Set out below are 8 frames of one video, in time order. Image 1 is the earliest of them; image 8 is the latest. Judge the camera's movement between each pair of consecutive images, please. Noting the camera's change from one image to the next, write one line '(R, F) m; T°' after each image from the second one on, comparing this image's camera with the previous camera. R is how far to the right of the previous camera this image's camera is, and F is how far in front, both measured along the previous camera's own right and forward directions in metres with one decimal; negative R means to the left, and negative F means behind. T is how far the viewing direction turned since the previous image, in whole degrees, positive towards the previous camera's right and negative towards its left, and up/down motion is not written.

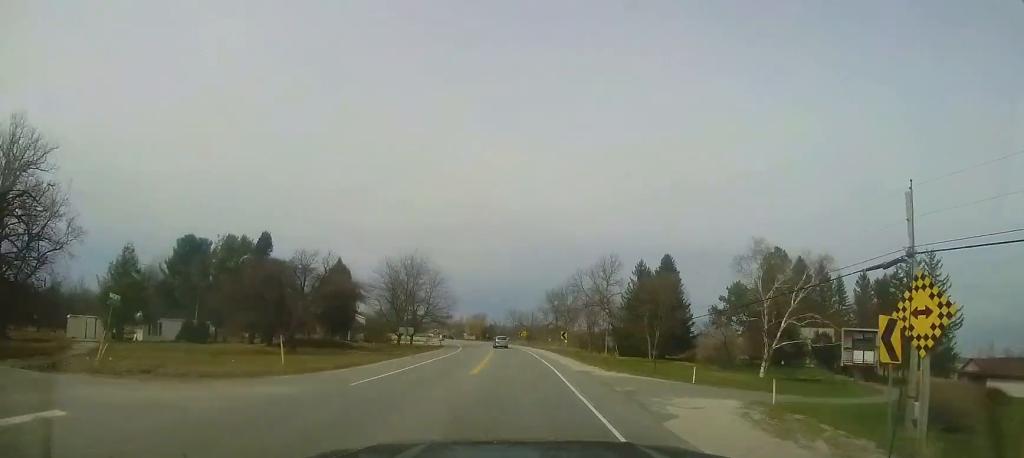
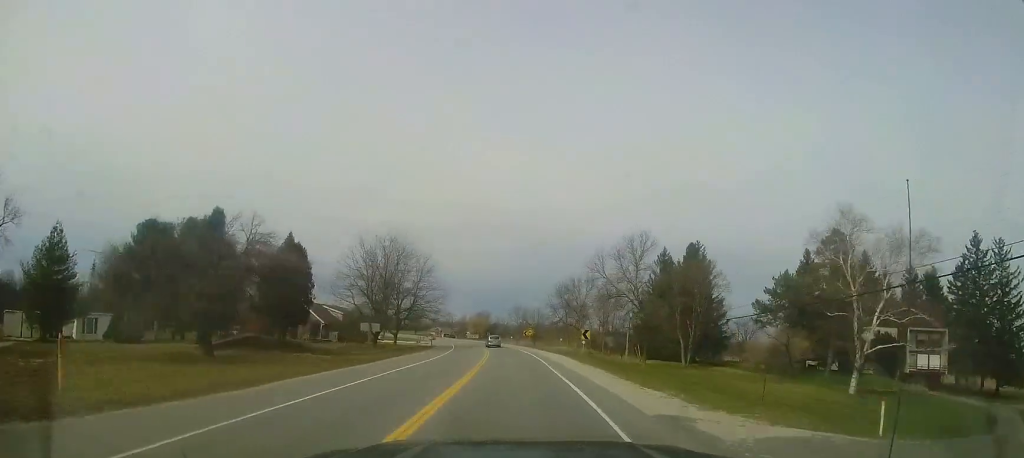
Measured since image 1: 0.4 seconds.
(0.0, +10.7) m; -1°
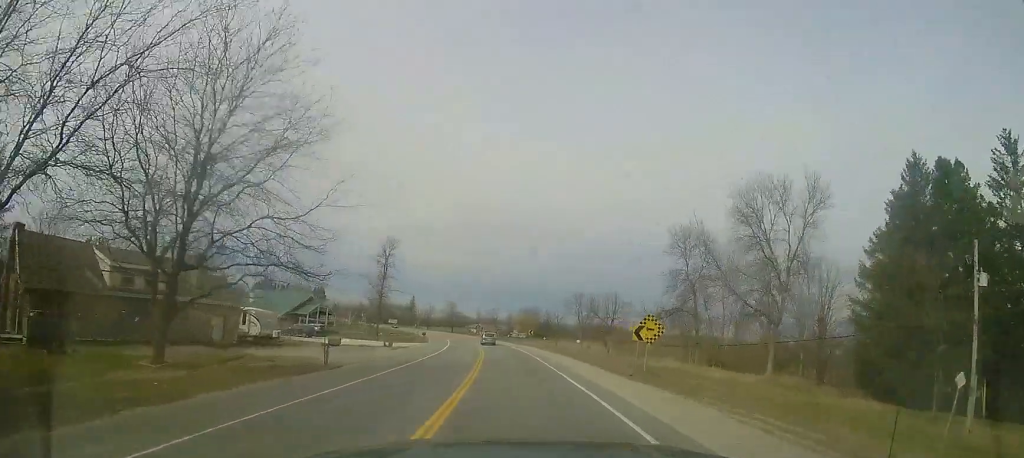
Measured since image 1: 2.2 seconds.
(-1.4, +42.8) m; -7°
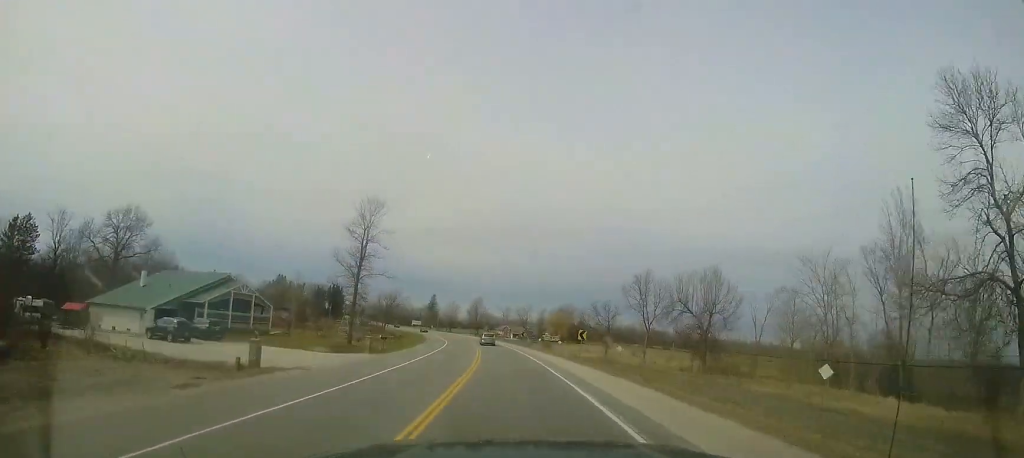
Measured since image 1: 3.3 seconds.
(-1.8, +25.7) m; -7°
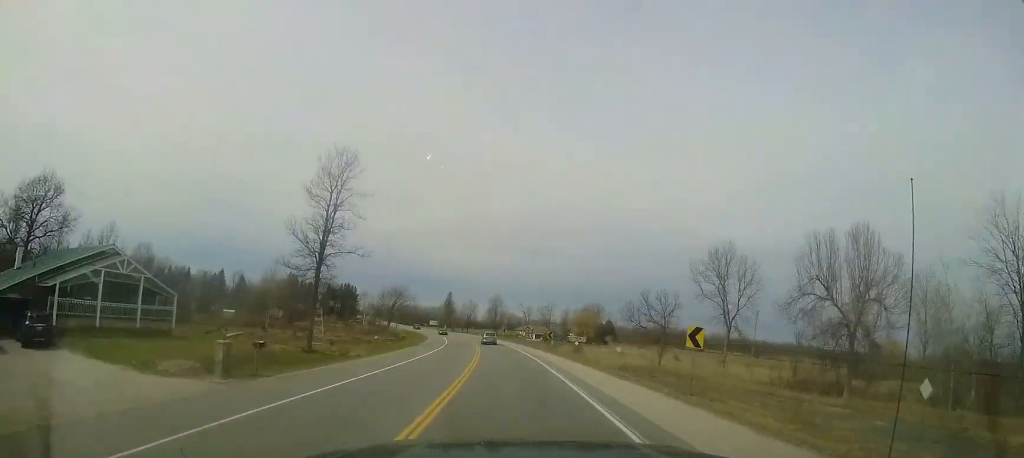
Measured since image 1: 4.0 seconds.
(-0.7, +17.1) m; -4°
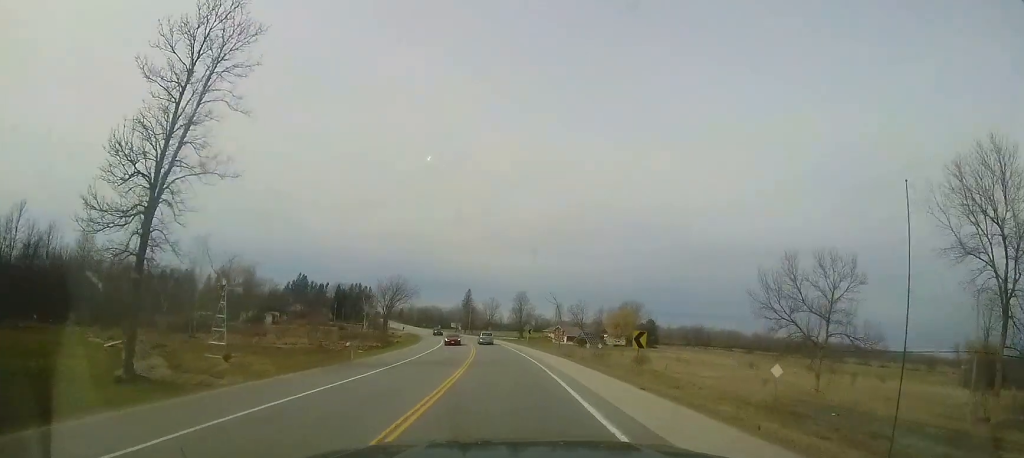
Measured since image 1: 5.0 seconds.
(-1.2, +24.5) m; -4°
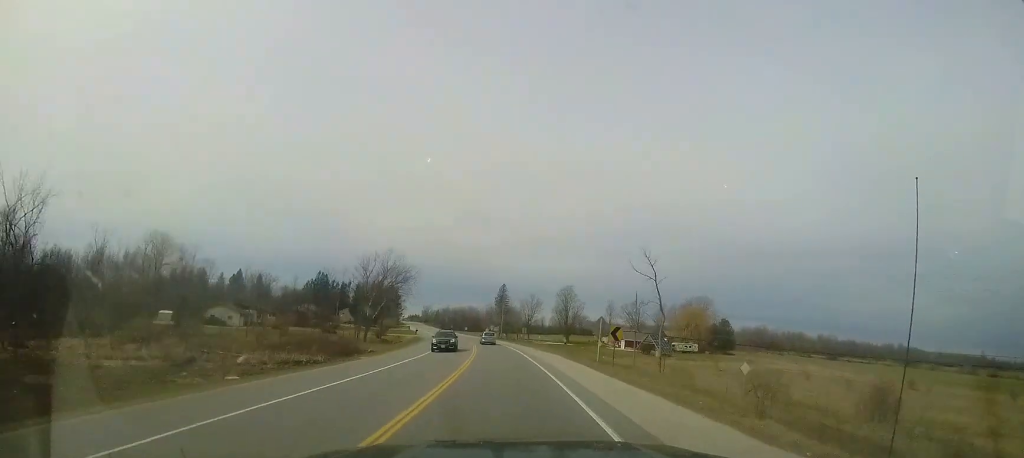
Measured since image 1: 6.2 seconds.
(-0.8, +30.1) m; -5°
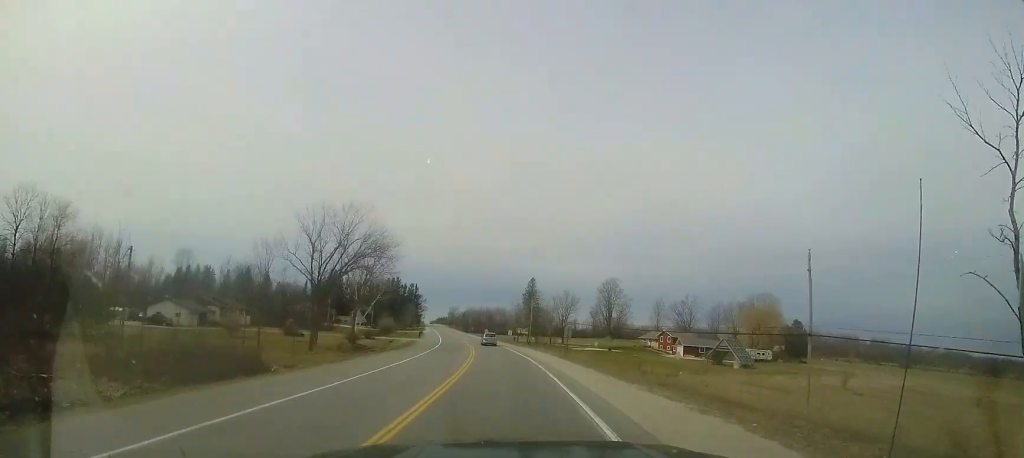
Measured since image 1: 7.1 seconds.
(-1.1, +22.7) m; -5°
